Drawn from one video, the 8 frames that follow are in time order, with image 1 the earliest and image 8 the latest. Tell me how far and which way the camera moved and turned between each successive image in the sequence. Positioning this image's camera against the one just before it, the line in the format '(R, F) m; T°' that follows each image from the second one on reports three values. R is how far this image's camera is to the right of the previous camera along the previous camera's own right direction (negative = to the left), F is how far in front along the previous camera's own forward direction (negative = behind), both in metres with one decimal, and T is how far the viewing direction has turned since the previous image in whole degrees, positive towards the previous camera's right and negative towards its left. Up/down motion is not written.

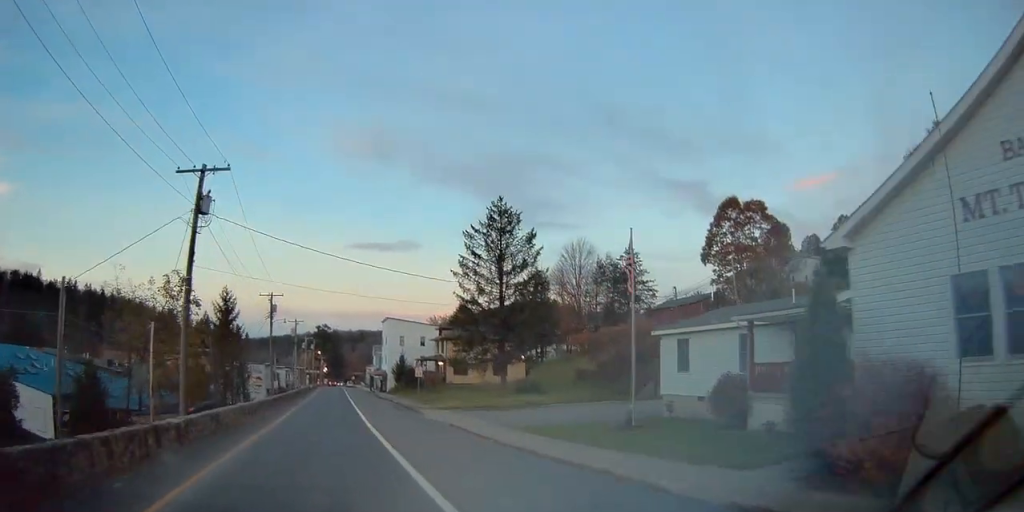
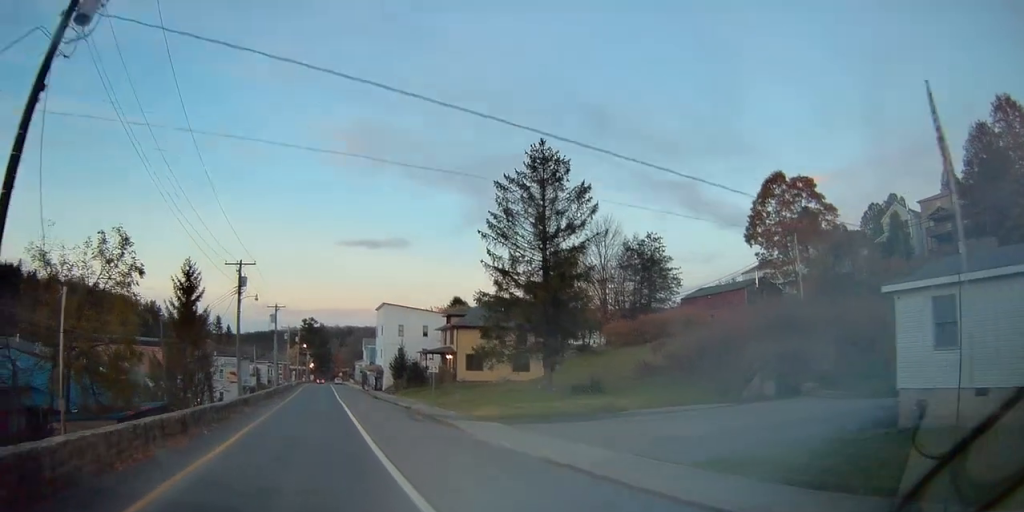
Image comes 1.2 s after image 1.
(0.0, +12.7) m; 0°
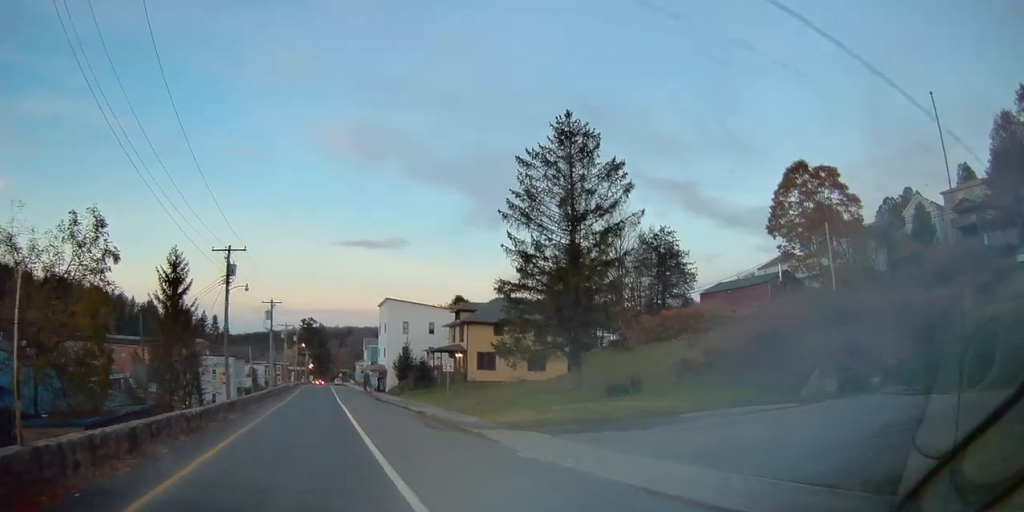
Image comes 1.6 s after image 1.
(0.0, +4.7) m; +1°
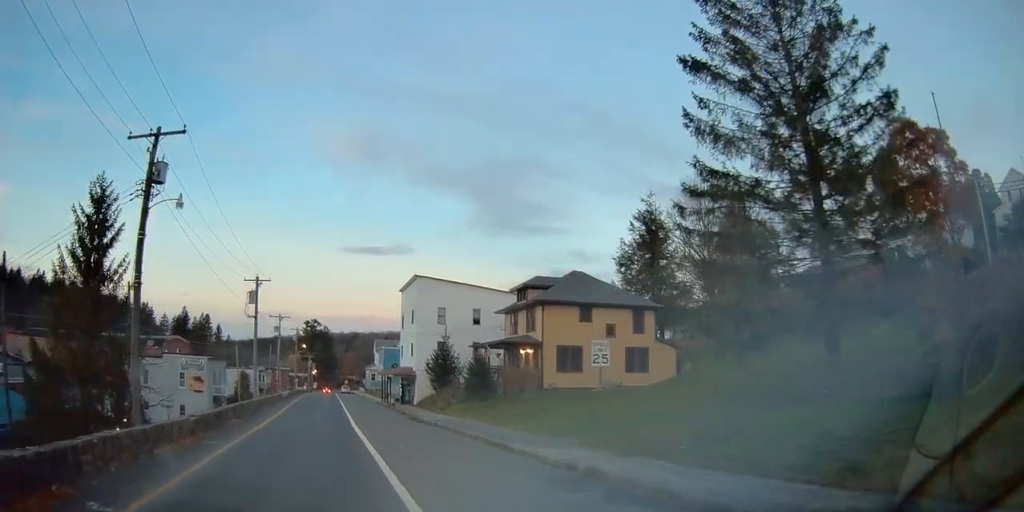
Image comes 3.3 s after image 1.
(+0.3, +18.5) m; 0°
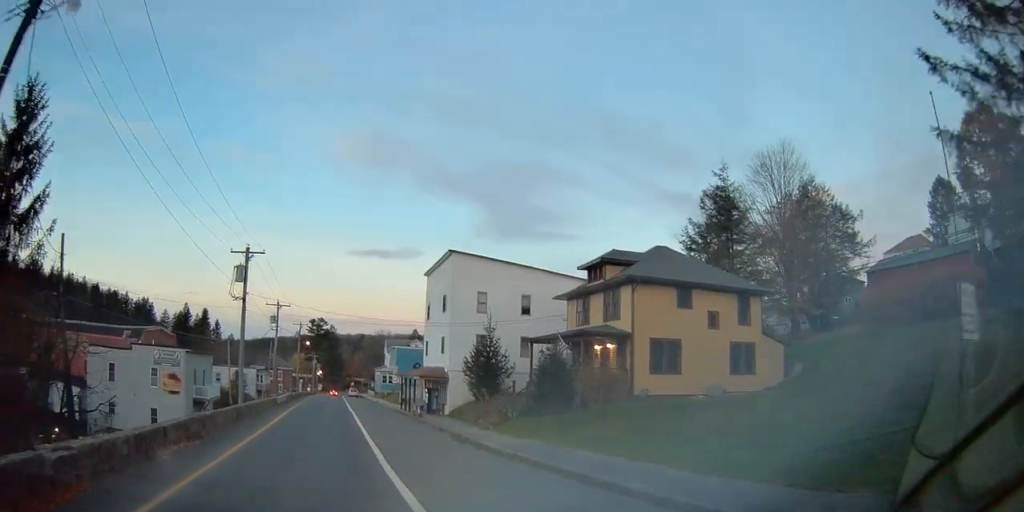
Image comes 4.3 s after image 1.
(-0.2, +10.9) m; 0°
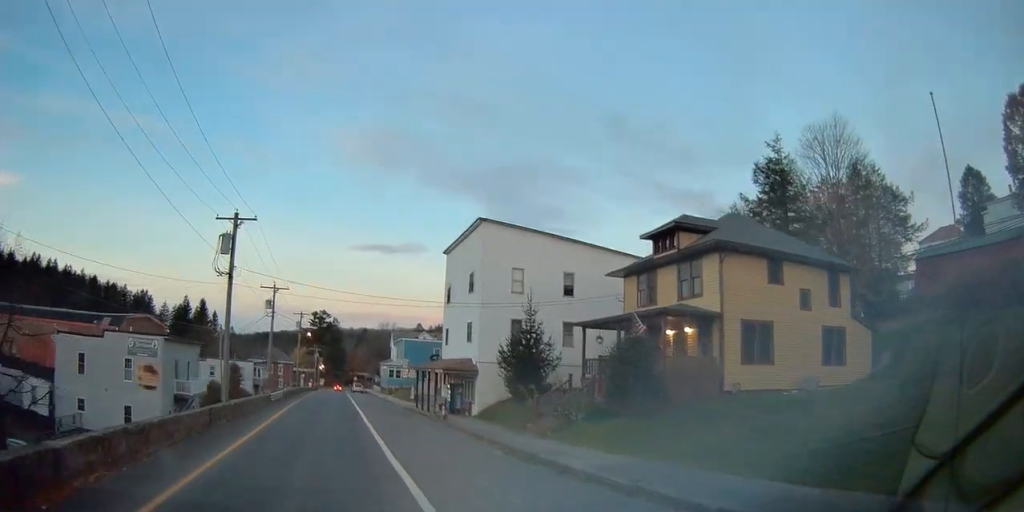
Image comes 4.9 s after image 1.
(+0.1, +6.9) m; 0°
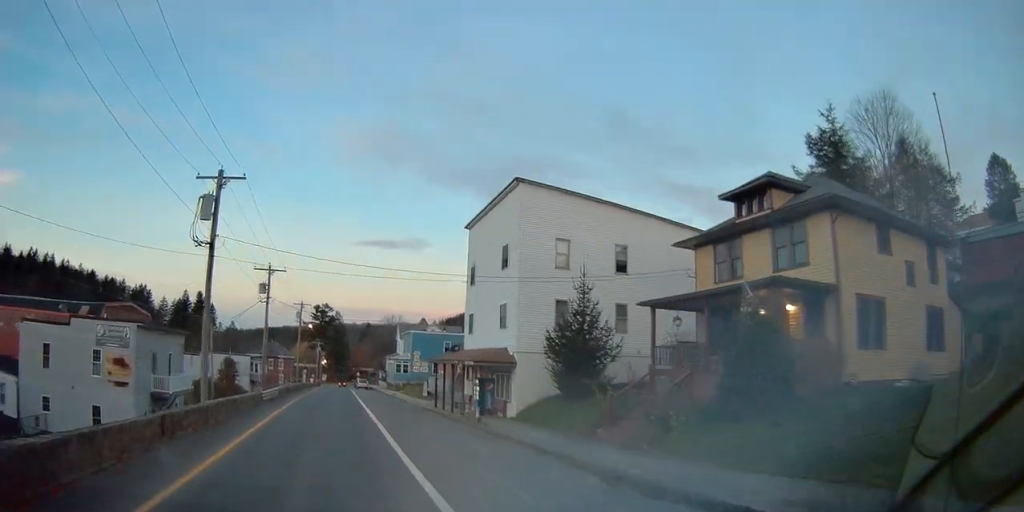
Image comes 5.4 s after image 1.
(0.0, +6.0) m; 0°
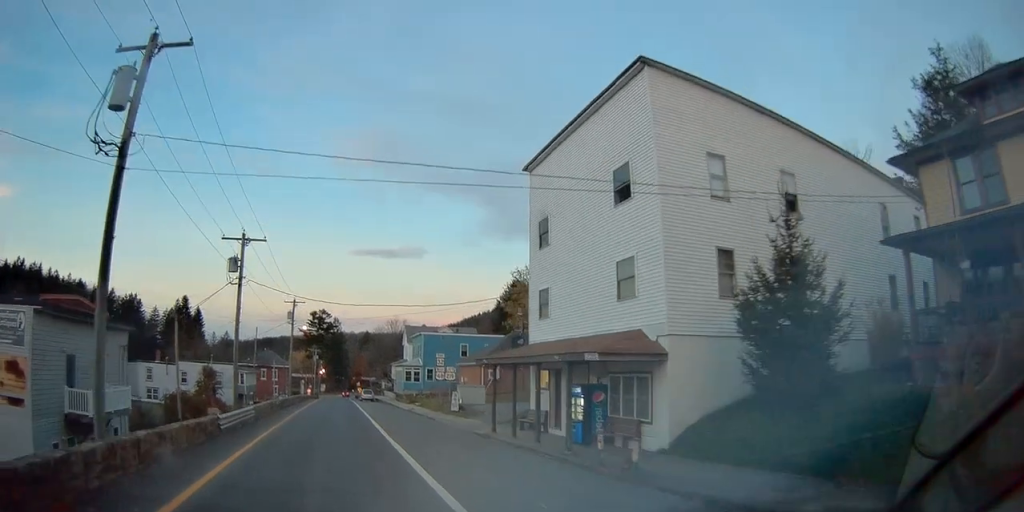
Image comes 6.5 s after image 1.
(-0.1, +12.0) m; -1°
